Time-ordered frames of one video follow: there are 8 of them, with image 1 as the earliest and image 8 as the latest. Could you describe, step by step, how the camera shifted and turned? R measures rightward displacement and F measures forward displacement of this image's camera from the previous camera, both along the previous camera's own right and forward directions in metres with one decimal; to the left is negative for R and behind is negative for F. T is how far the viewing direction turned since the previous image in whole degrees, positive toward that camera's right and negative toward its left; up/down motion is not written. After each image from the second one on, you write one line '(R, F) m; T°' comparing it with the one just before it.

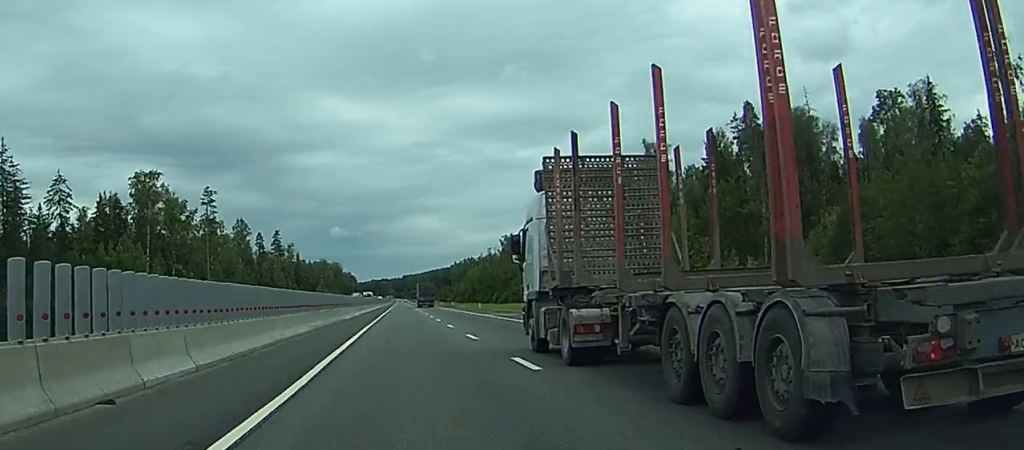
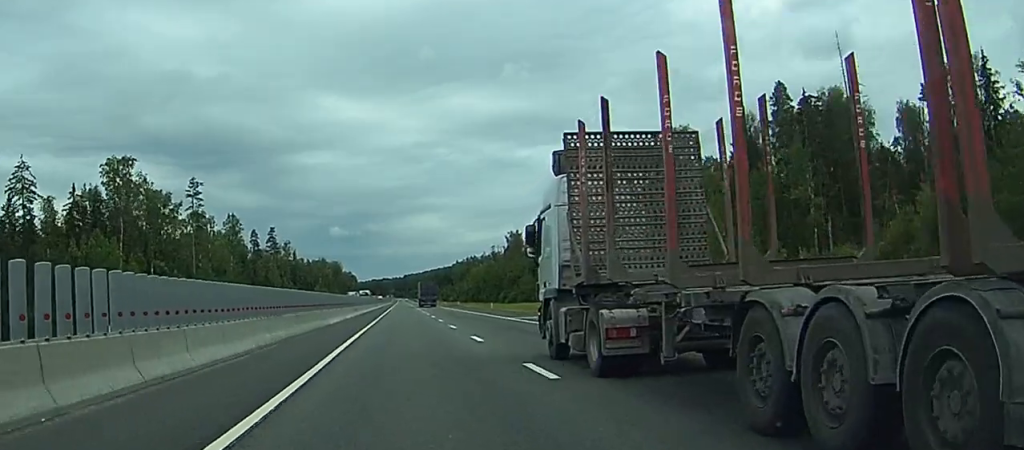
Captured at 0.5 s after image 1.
(0.0, +13.9) m; 0°
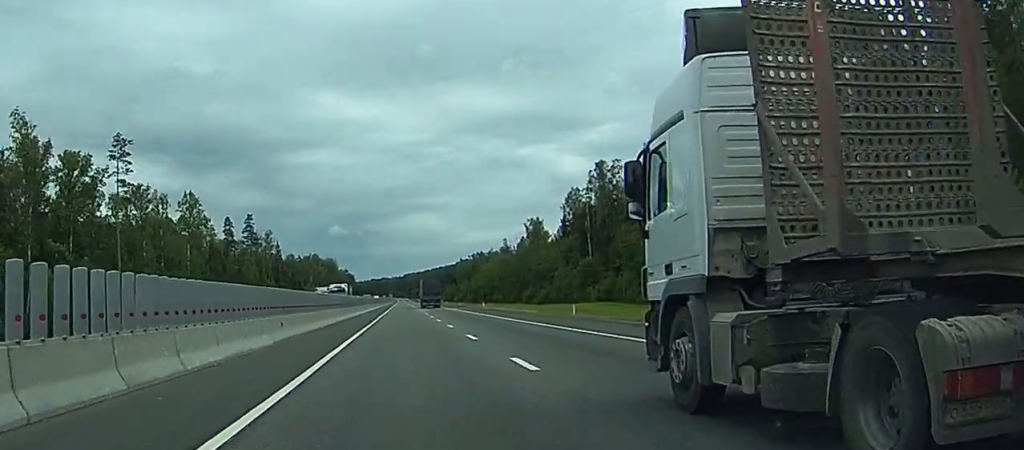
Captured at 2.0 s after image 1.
(-0.2, +46.6) m; 0°
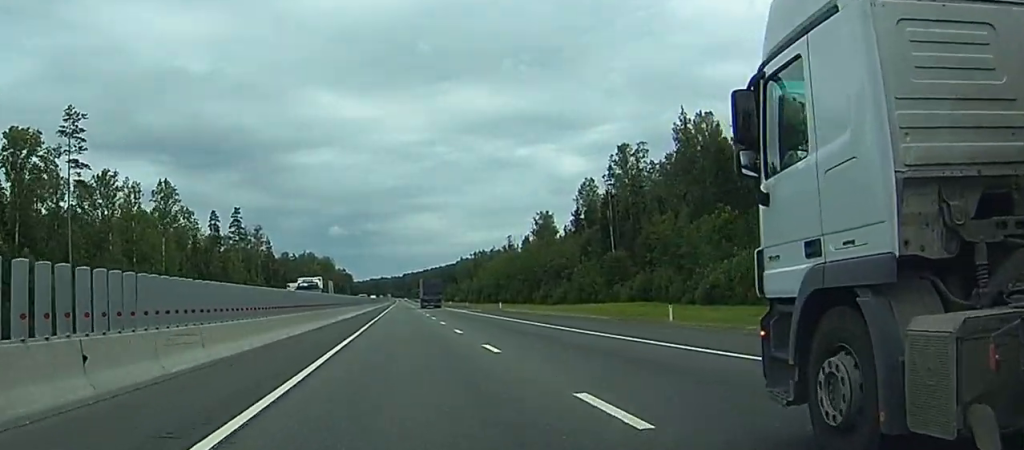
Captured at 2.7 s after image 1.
(0.0, +18.9) m; 0°
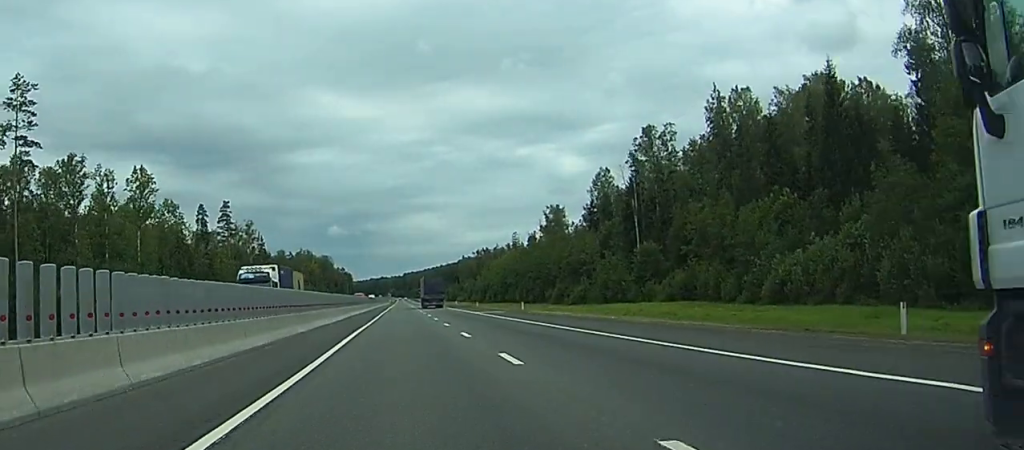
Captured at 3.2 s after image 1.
(0.0, +15.9) m; 0°
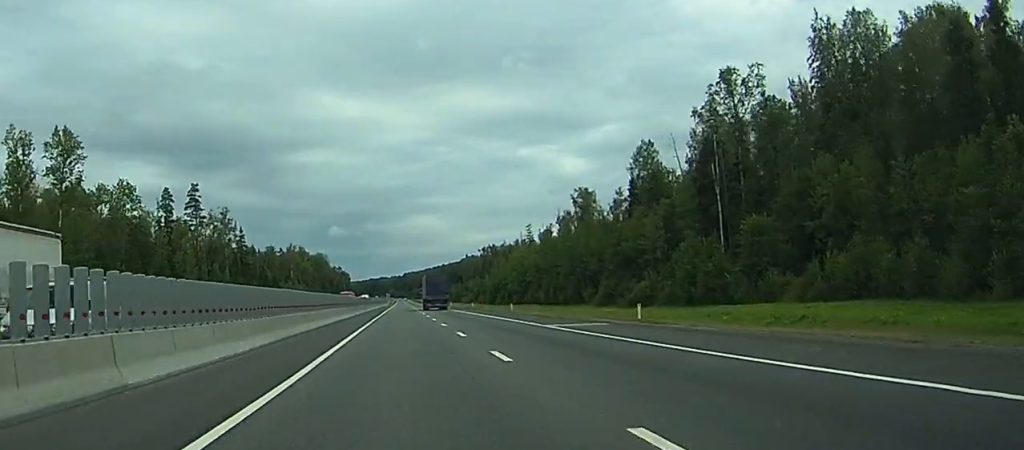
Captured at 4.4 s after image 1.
(+0.1, +35.8) m; 0°
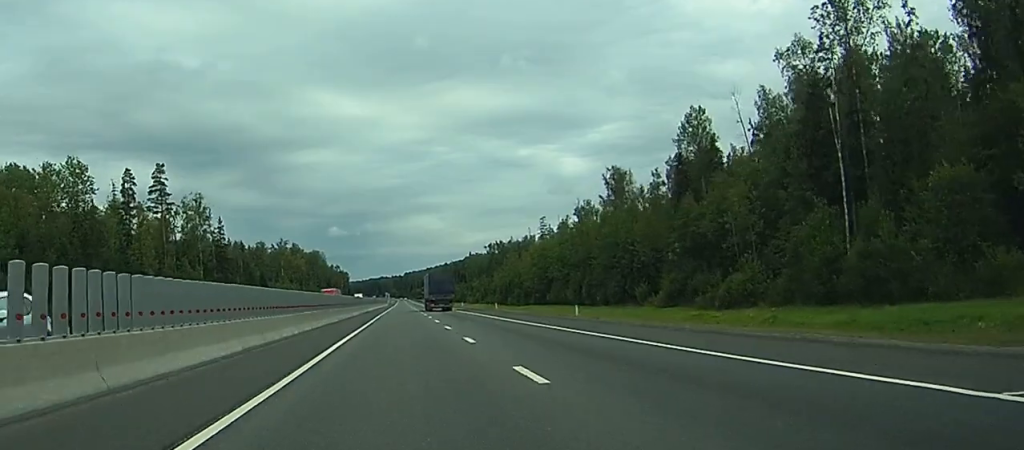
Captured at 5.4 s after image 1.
(+0.1, +29.0) m; 0°
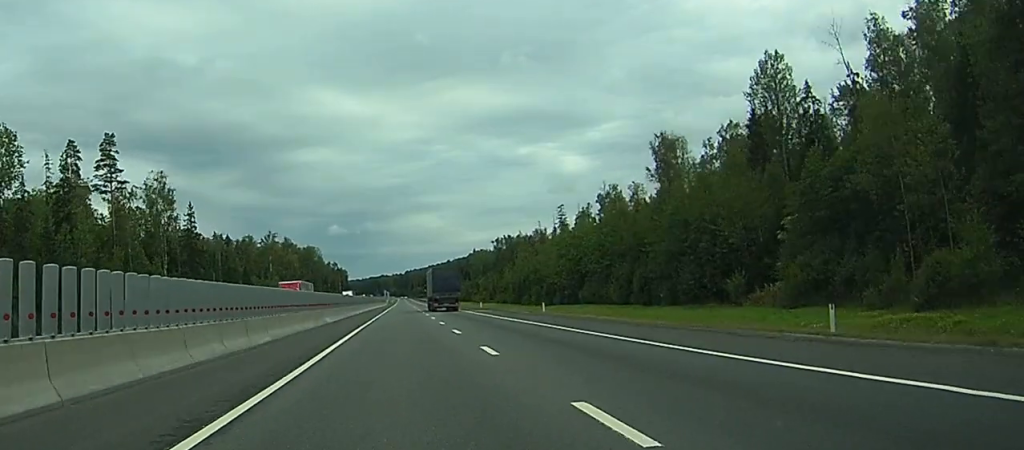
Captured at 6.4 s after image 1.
(0.0, +30.3) m; 0°
